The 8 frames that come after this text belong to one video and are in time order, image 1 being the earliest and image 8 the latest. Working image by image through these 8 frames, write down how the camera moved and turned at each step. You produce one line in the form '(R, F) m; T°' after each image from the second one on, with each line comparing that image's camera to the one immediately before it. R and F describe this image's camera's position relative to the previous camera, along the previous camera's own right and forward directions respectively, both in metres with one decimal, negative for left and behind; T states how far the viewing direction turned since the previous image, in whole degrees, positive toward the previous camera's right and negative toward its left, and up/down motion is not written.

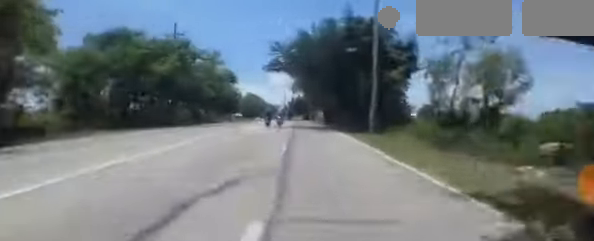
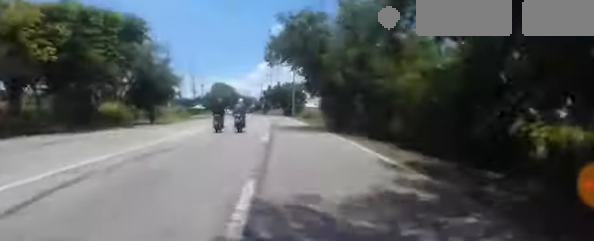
(-0.1, +25.7) m; -1°
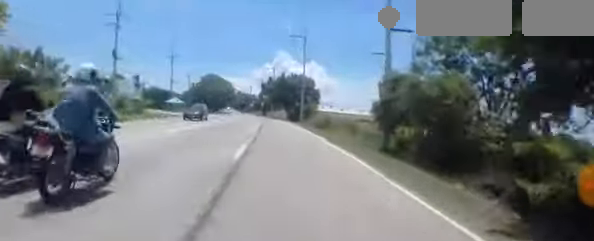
(-0.5, +22.1) m; -4°
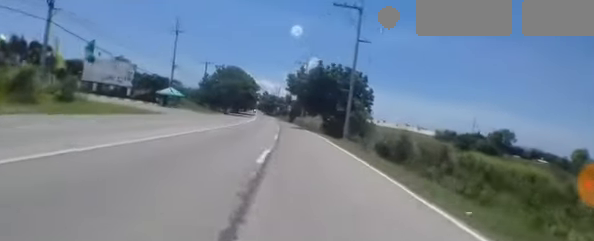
(-0.4, +19.1) m; -2°
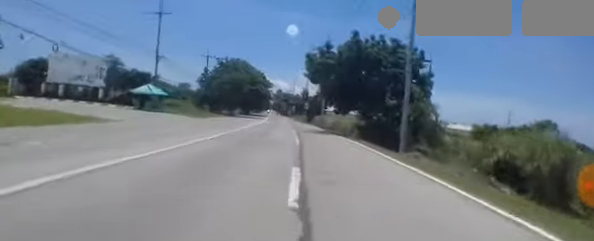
(-0.1, +12.9) m; -1°
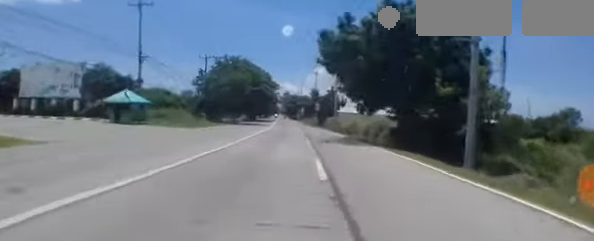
(0.0, +7.2) m; -1°
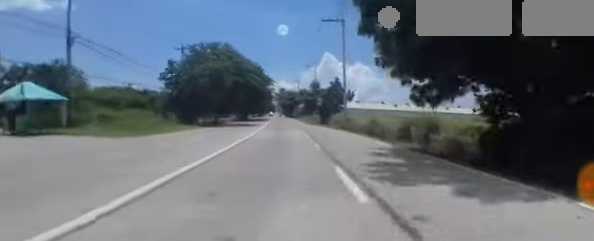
(-0.2, +11.7) m; -1°
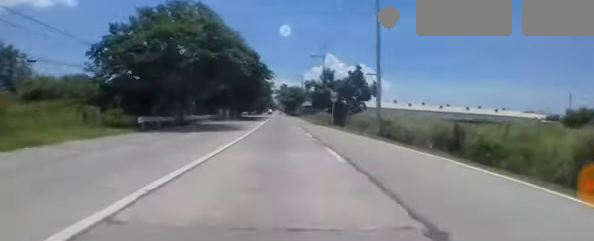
(-0.1, +15.5) m; 0°
